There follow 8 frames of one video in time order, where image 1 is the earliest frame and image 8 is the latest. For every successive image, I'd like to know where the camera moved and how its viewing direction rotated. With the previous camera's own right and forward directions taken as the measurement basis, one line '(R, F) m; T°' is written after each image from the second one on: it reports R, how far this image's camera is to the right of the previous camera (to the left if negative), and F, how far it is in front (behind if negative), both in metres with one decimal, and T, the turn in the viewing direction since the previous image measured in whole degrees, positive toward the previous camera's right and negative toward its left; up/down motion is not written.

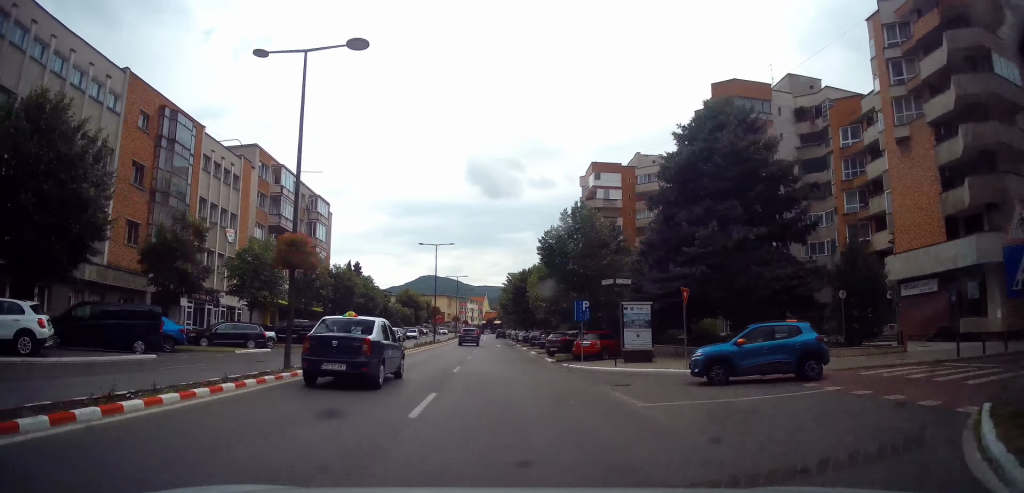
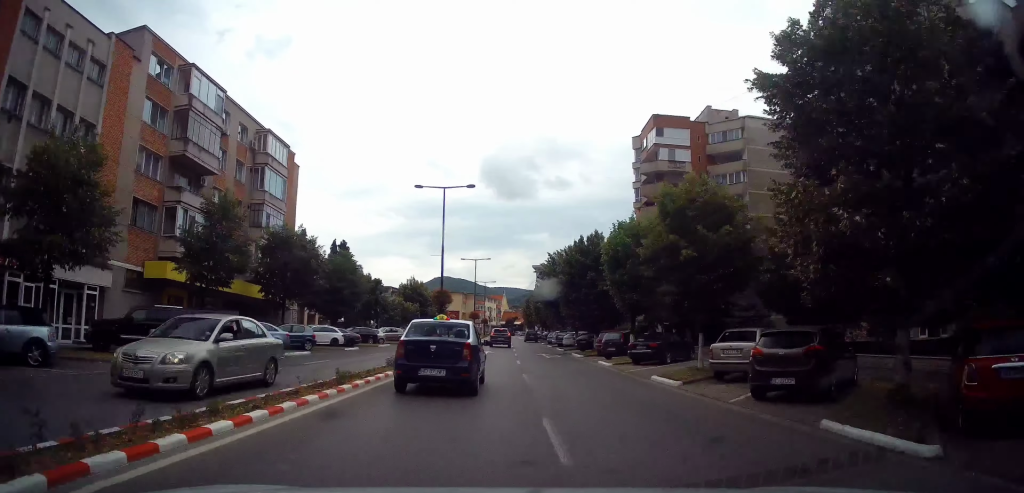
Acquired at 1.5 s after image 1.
(-1.0, +20.6) m; -3°
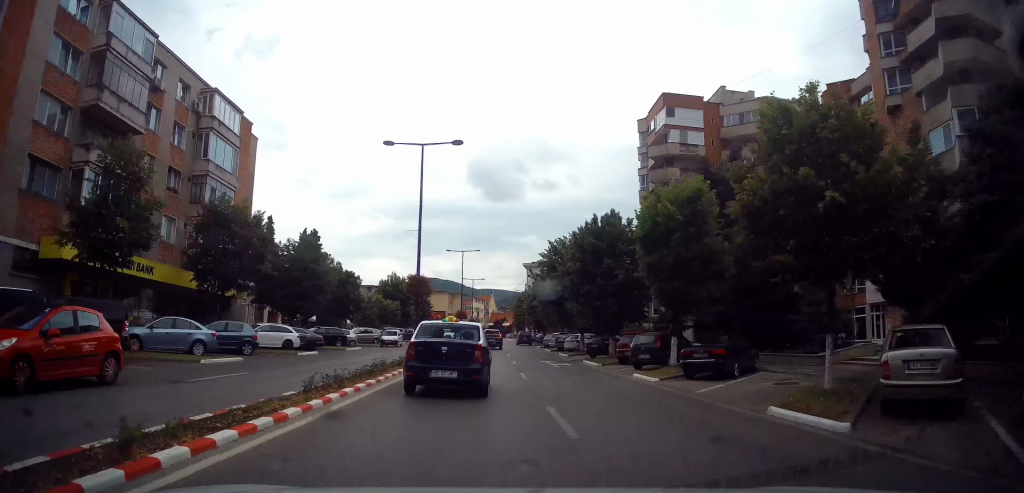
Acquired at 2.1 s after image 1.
(+0.3, +7.4) m; -1°
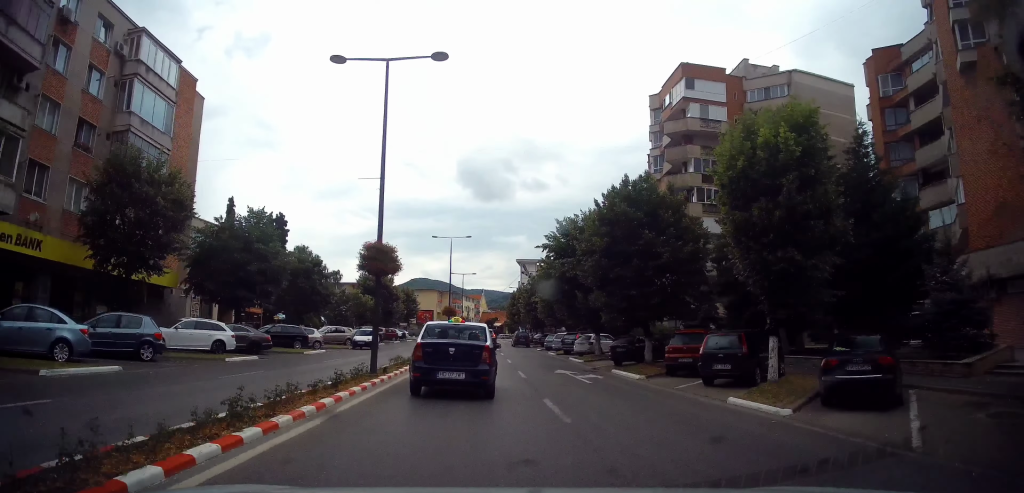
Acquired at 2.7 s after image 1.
(-0.2, +7.7) m; +1°
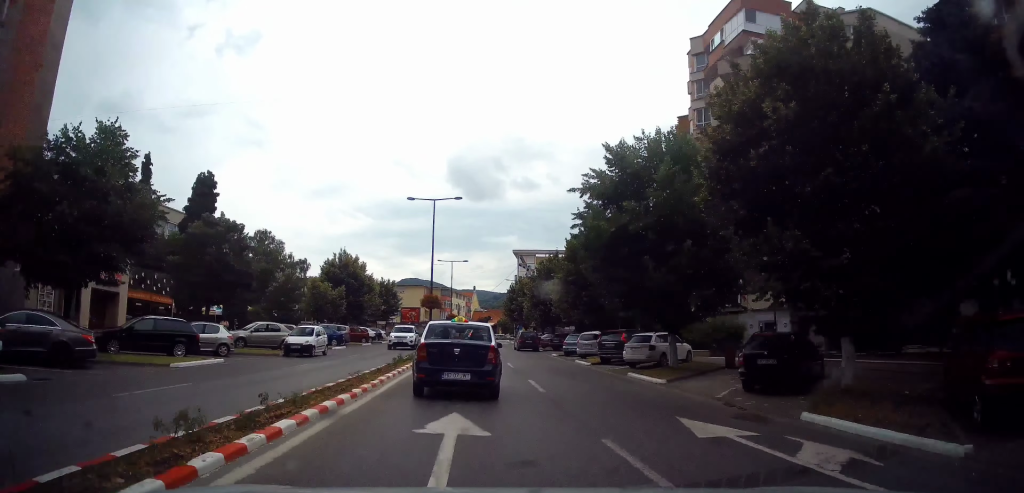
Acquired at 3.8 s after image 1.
(+0.2, +13.7) m; +2°
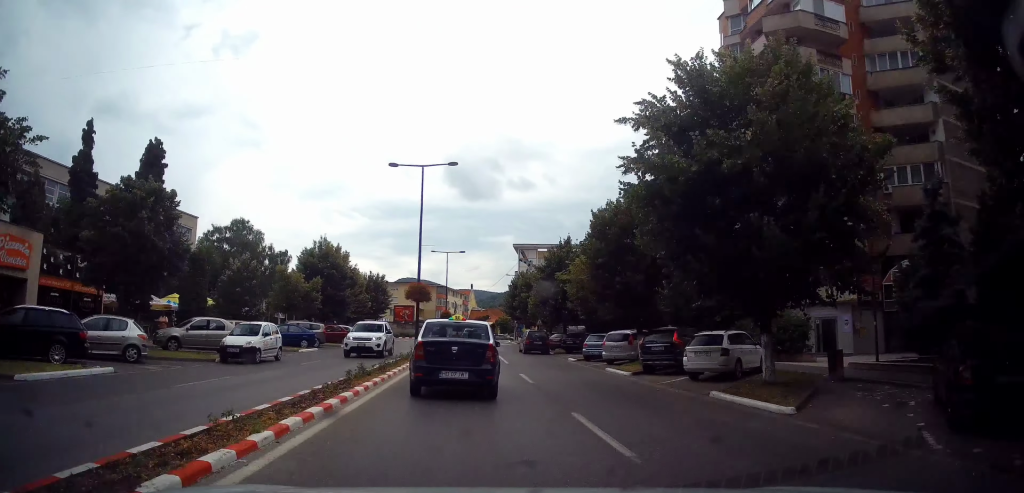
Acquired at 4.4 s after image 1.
(+0.4, +6.9) m; +1°
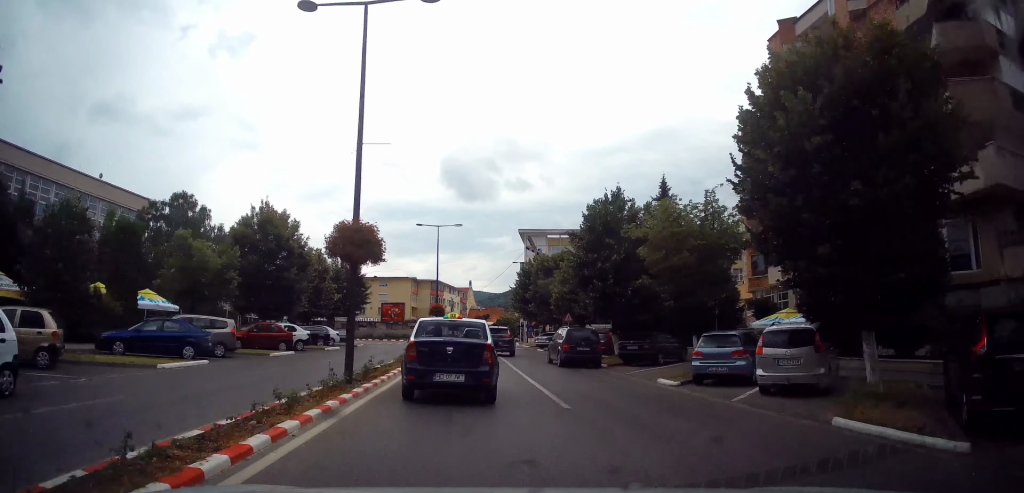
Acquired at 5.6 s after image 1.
(-0.6, +14.2) m; -2°
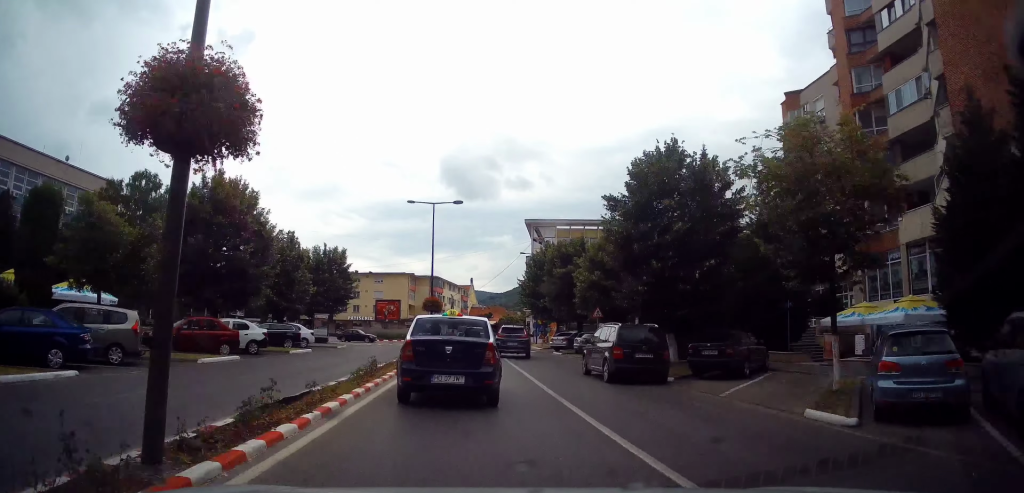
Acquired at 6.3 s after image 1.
(+0.2, +7.3) m; 0°
